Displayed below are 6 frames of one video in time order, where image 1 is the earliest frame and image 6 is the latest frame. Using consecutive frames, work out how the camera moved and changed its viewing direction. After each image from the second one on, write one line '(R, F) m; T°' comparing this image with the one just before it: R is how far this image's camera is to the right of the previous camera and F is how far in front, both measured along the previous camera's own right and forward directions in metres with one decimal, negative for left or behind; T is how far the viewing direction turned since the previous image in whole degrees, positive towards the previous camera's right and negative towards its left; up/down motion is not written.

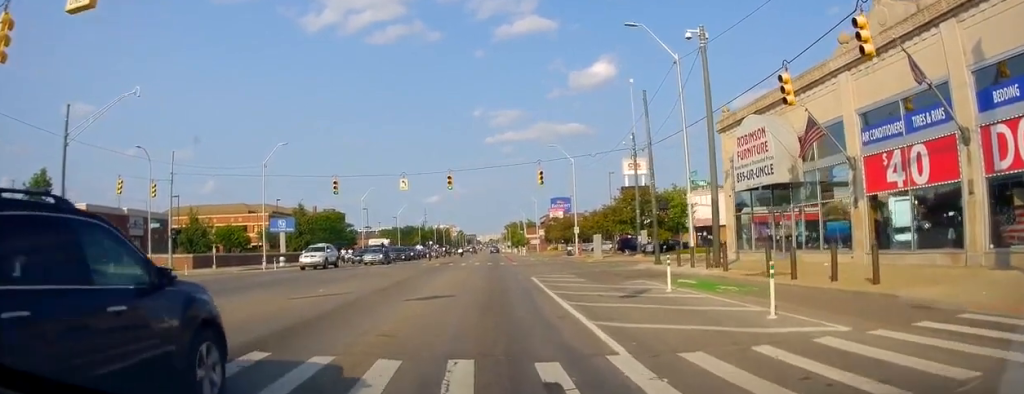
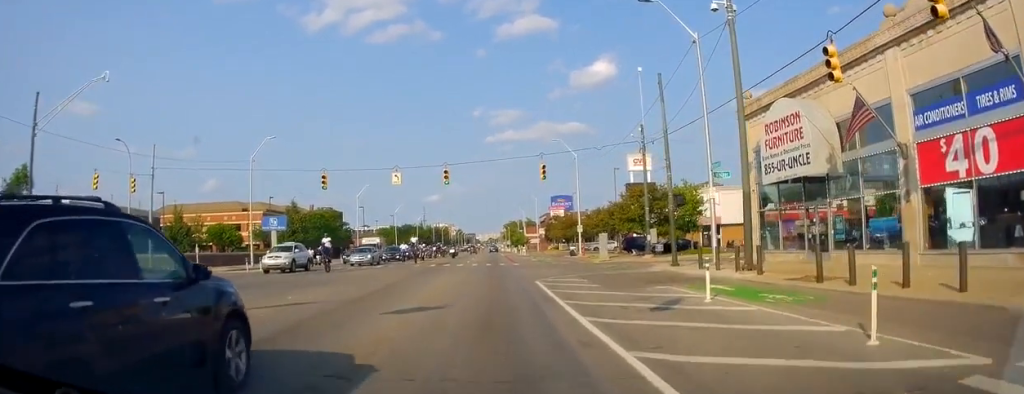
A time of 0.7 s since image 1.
(0.0, +0.3) m; 0°
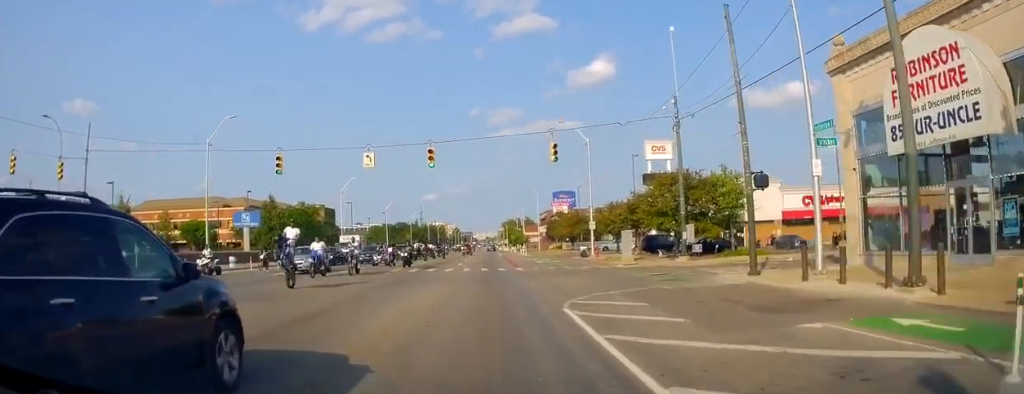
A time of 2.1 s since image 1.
(+0.2, +1.2) m; 0°
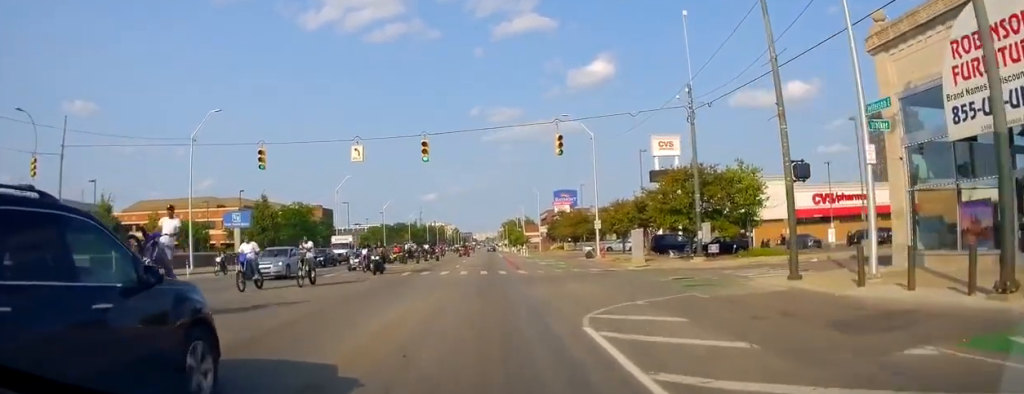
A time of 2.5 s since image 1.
(0.0, +1.0) m; -1°
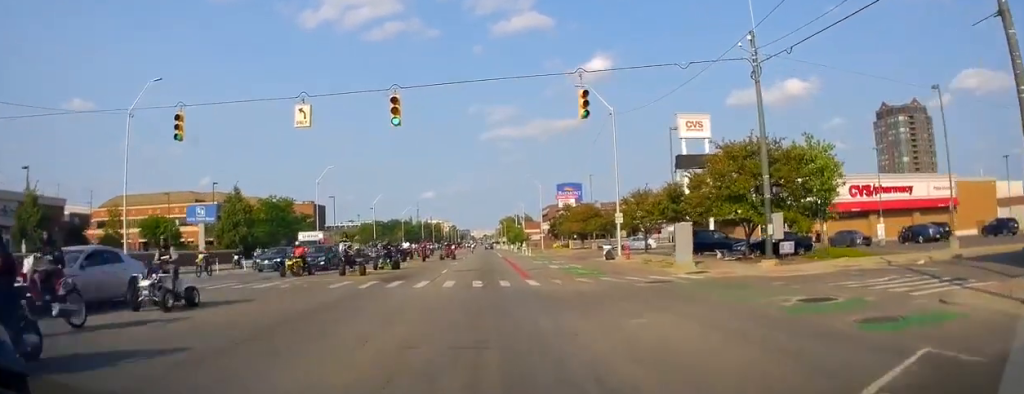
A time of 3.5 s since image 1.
(-0.2, +3.9) m; -3°
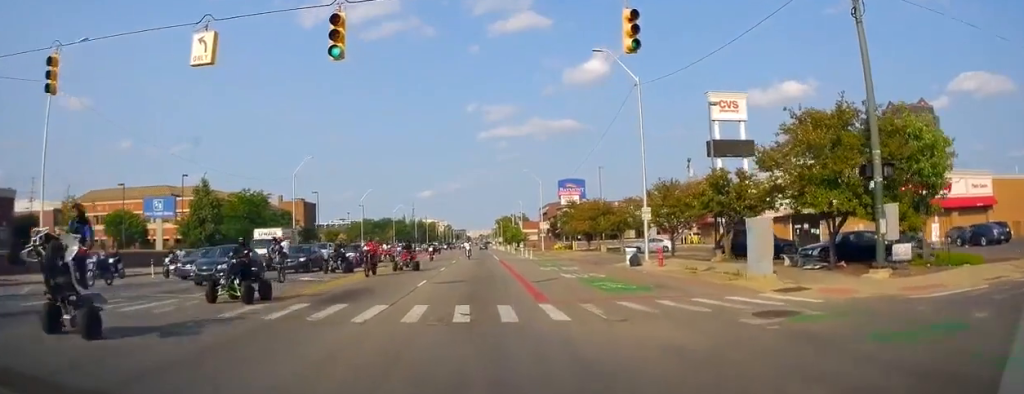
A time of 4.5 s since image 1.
(0.0, +5.9) m; +1°
